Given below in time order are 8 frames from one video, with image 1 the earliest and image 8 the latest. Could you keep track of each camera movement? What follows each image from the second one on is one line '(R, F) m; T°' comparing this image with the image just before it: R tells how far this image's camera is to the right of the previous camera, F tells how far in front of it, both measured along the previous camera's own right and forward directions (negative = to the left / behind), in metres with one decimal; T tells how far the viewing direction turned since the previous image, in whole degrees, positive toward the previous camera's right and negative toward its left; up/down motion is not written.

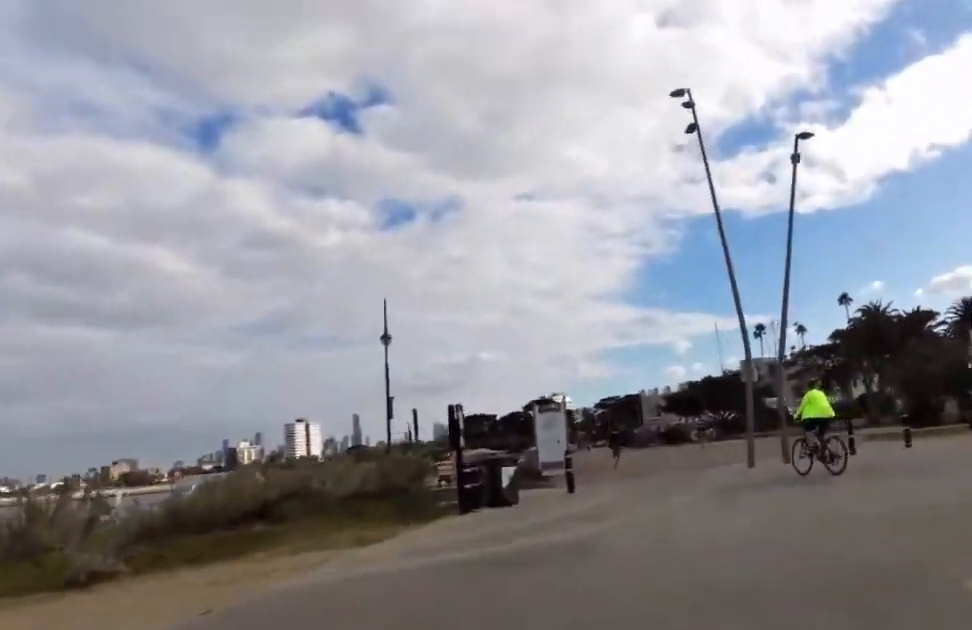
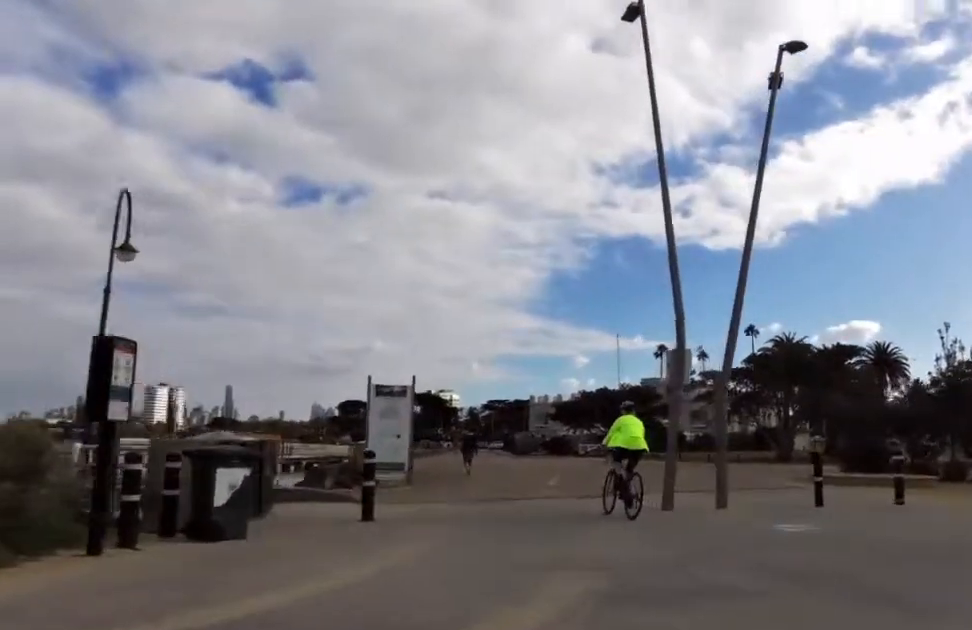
(+1.2, +7.1) m; +9°
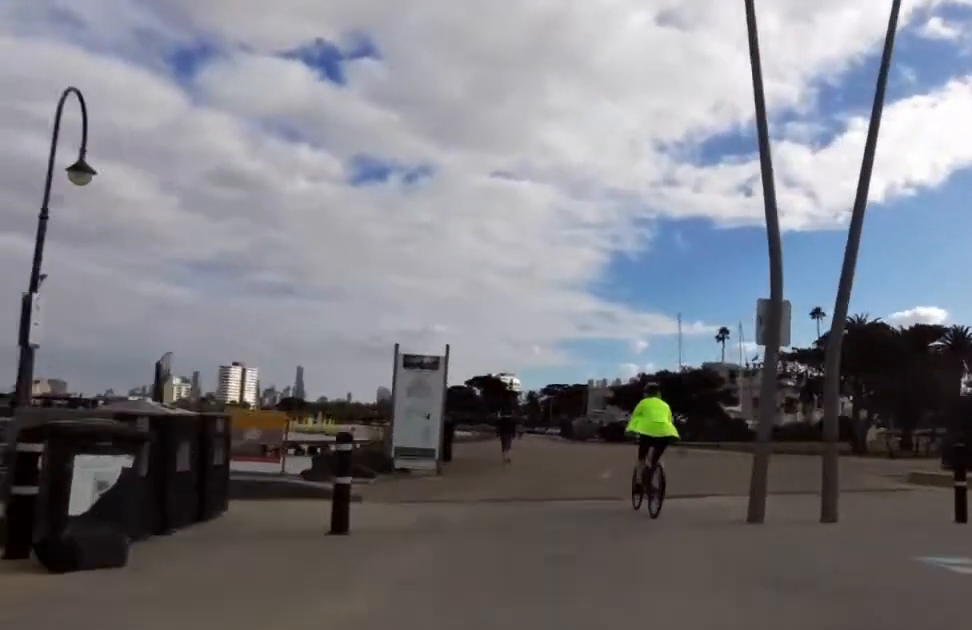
(0.0, +3.4) m; -2°
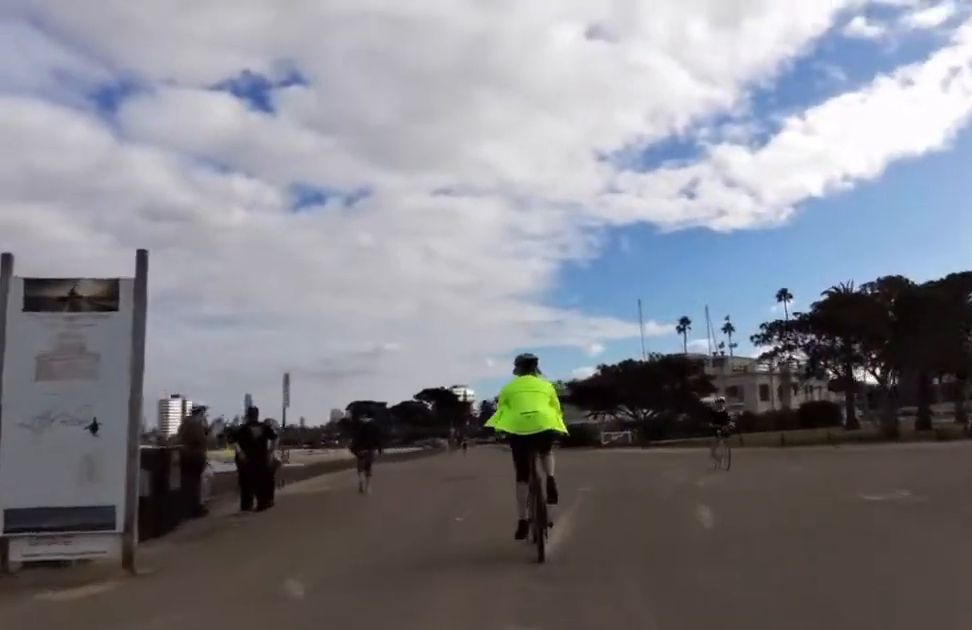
(-0.5, +11.1) m; -2°
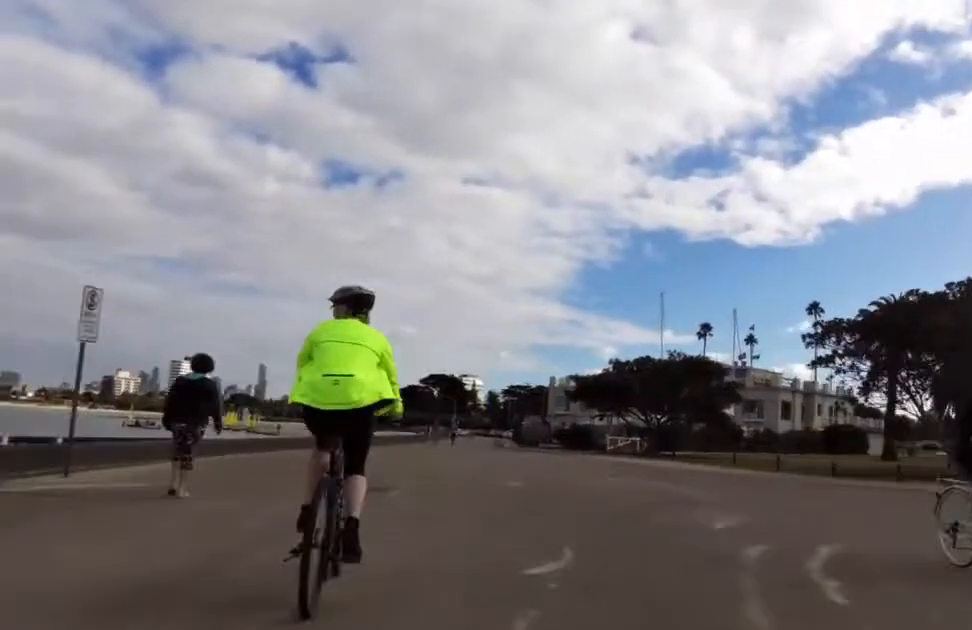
(+0.2, +7.4) m; -6°
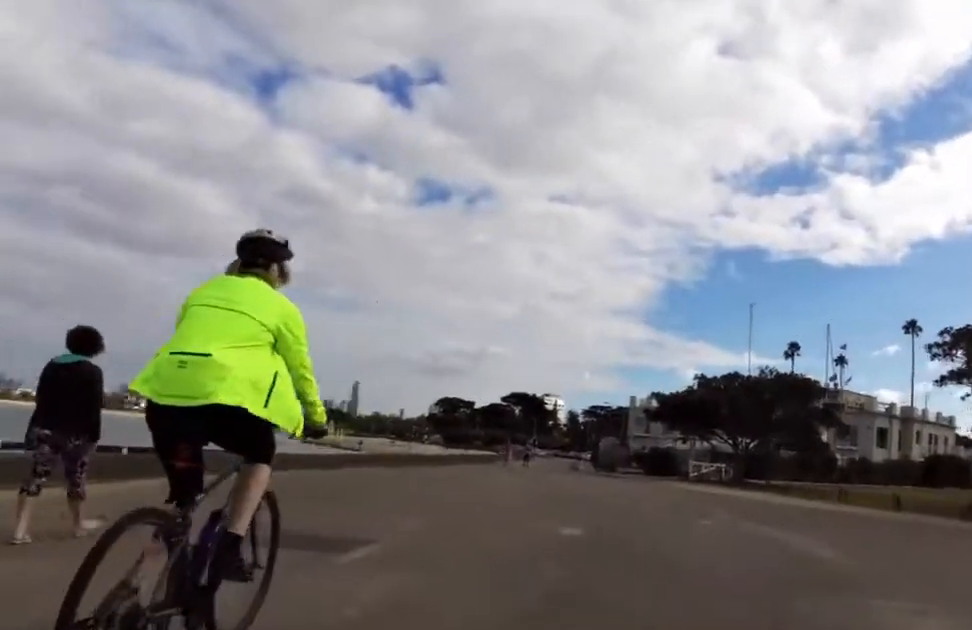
(-0.7, +4.2) m; -1°
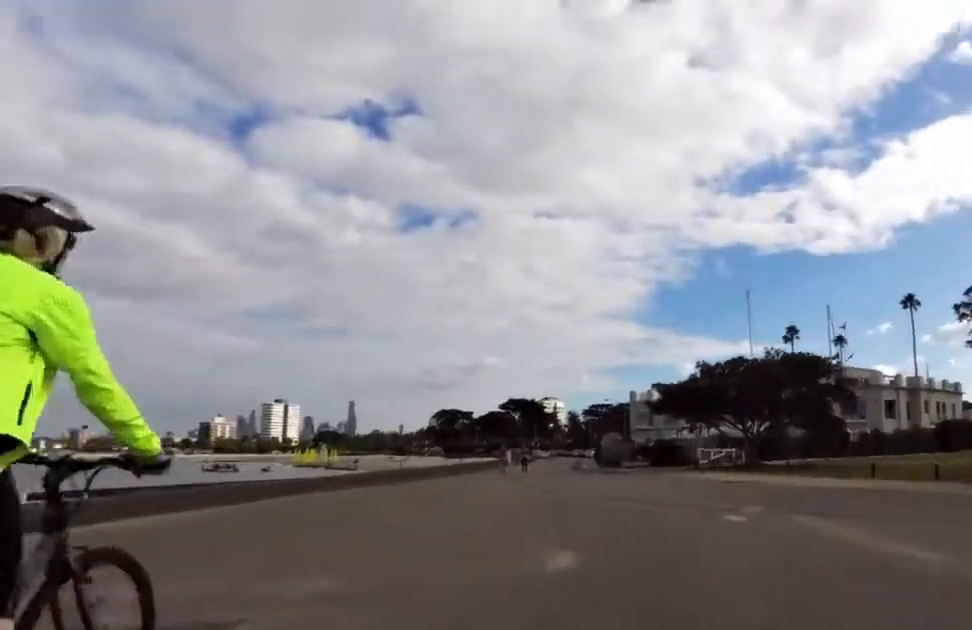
(-0.2, +2.8) m; 0°
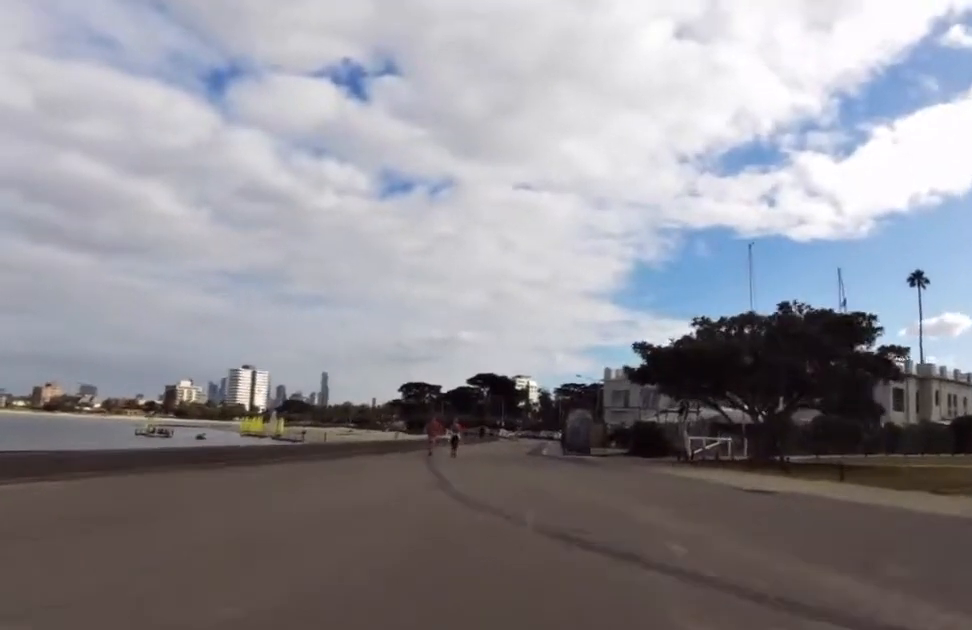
(+1.2, +10.9) m; +7°
